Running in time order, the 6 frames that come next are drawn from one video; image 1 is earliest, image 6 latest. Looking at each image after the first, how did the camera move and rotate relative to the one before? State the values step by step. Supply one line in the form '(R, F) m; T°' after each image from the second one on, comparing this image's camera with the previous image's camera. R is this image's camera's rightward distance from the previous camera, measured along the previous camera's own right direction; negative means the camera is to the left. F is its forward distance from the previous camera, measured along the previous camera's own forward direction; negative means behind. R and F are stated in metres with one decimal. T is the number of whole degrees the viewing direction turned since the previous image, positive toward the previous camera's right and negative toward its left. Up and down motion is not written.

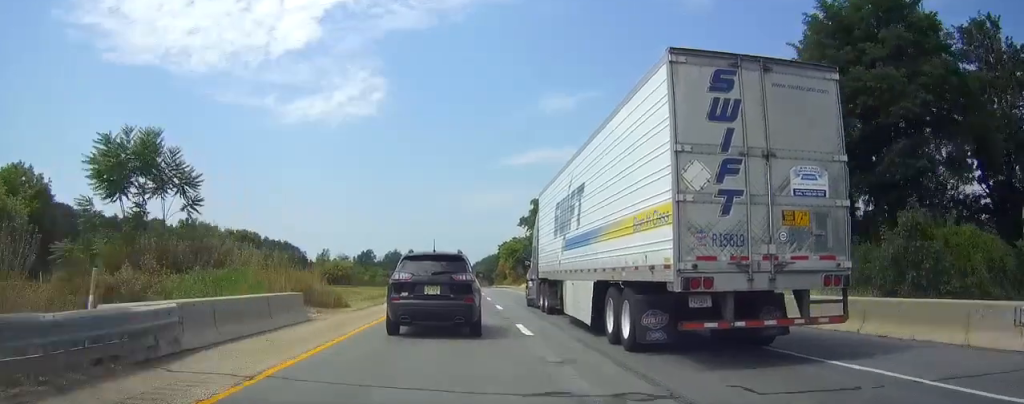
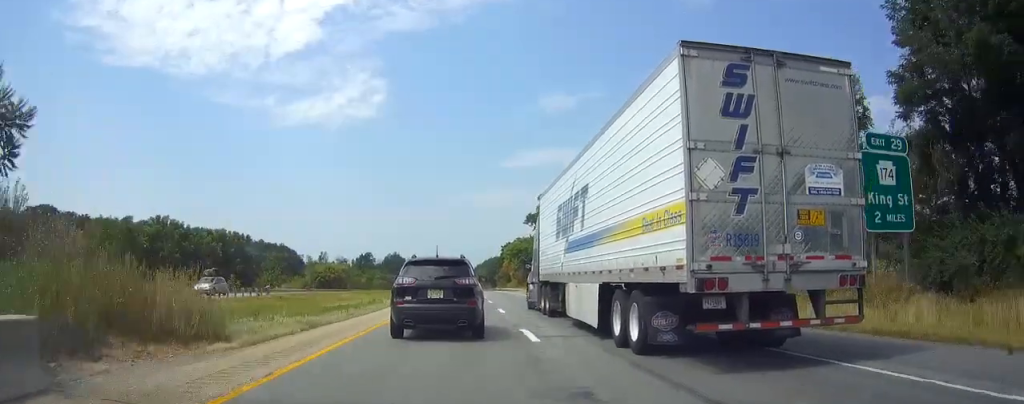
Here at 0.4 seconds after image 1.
(0.0, +13.0) m; 0°
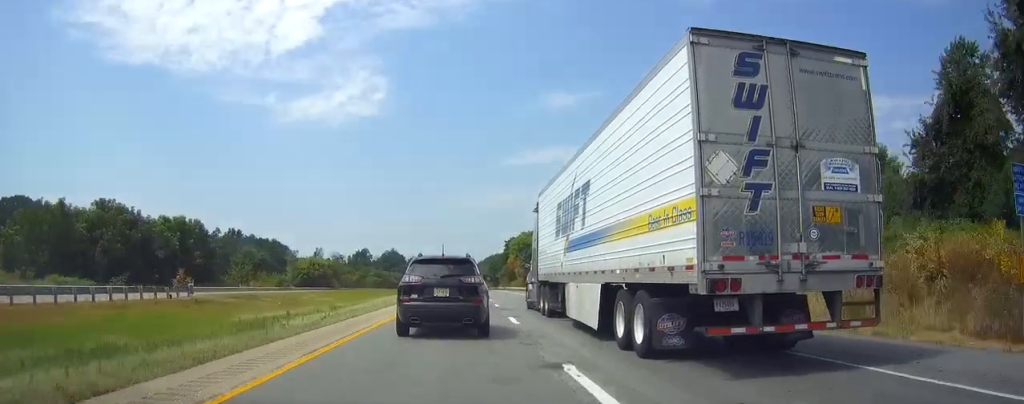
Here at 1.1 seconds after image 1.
(0.0, +19.1) m; 0°
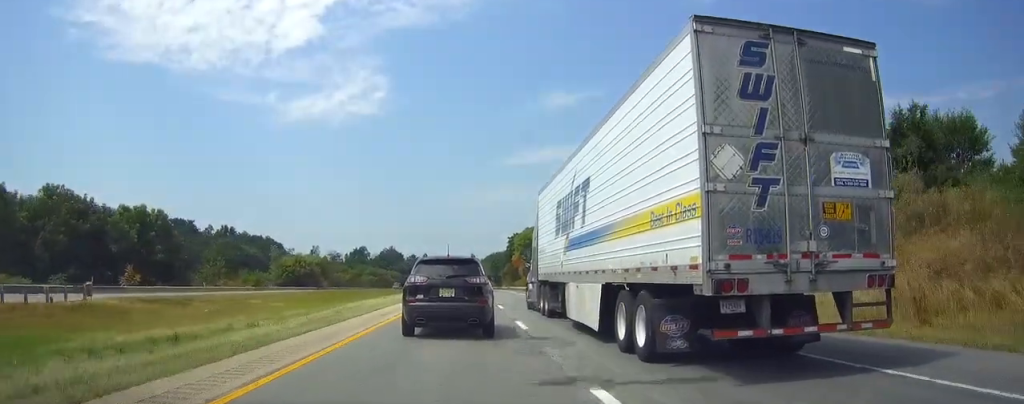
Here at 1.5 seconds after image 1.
(0.0, +14.1) m; 0°
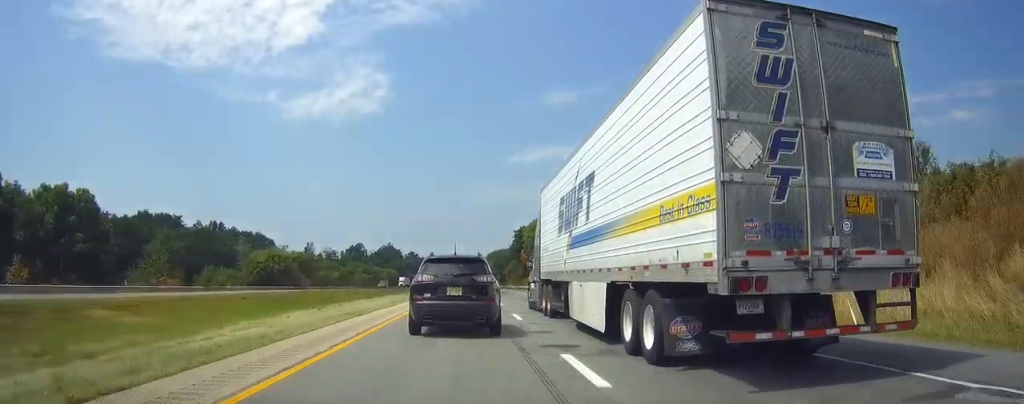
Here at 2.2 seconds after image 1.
(+0.1, +21.2) m; 0°
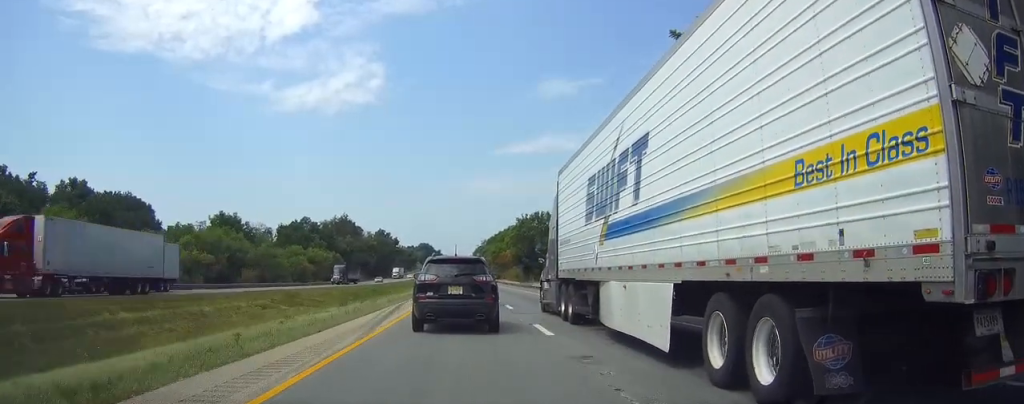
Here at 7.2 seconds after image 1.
(-0.1, +150.5) m; 0°
